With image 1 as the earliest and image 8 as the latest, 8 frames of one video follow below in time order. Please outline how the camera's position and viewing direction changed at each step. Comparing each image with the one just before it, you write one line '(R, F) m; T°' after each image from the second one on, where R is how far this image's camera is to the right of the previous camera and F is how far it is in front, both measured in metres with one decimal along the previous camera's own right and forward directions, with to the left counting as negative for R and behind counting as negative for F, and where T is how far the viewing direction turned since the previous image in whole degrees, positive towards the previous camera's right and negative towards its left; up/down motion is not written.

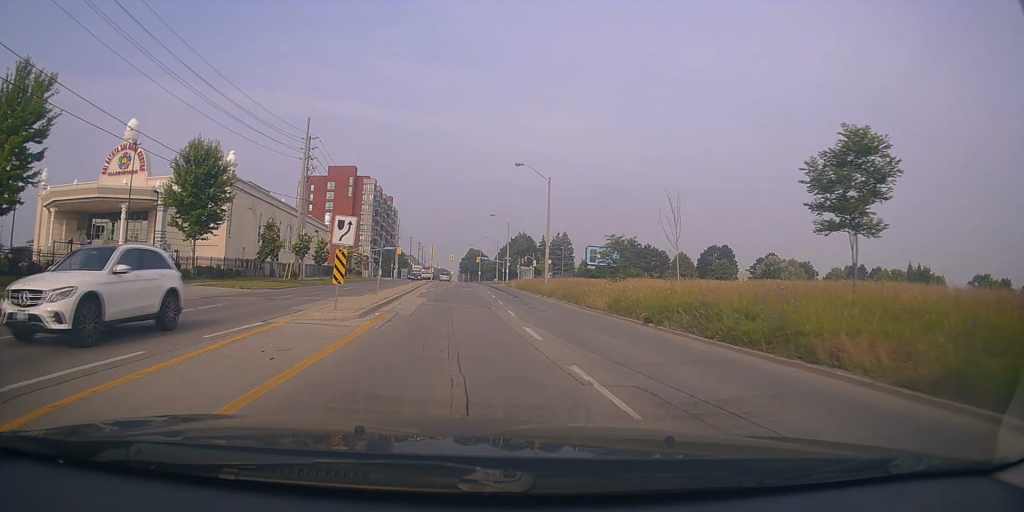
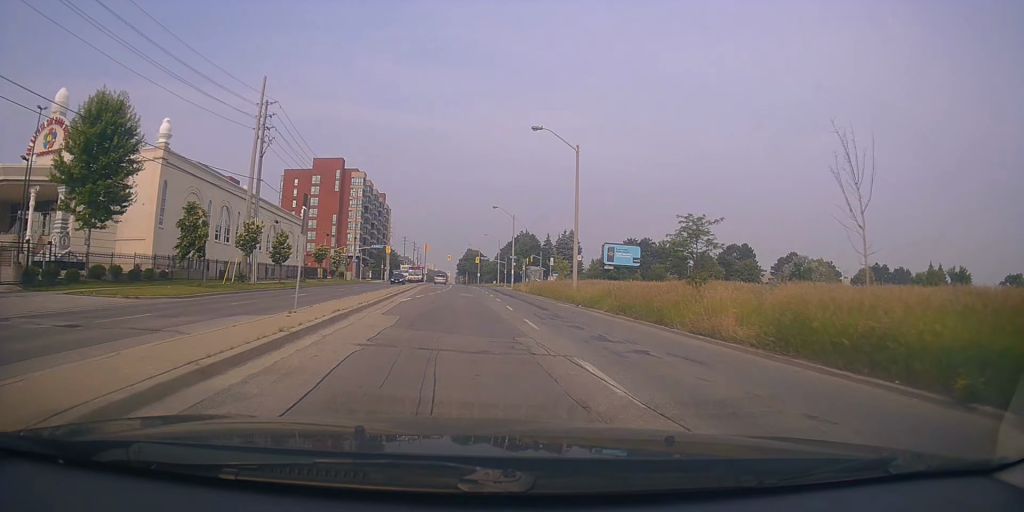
(+0.1, +13.4) m; 0°
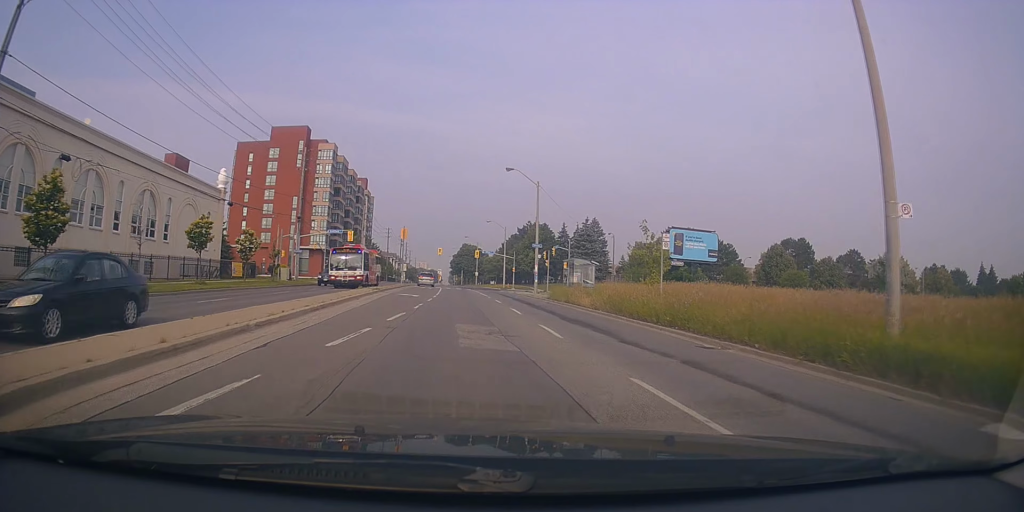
(-0.5, +29.1) m; -1°
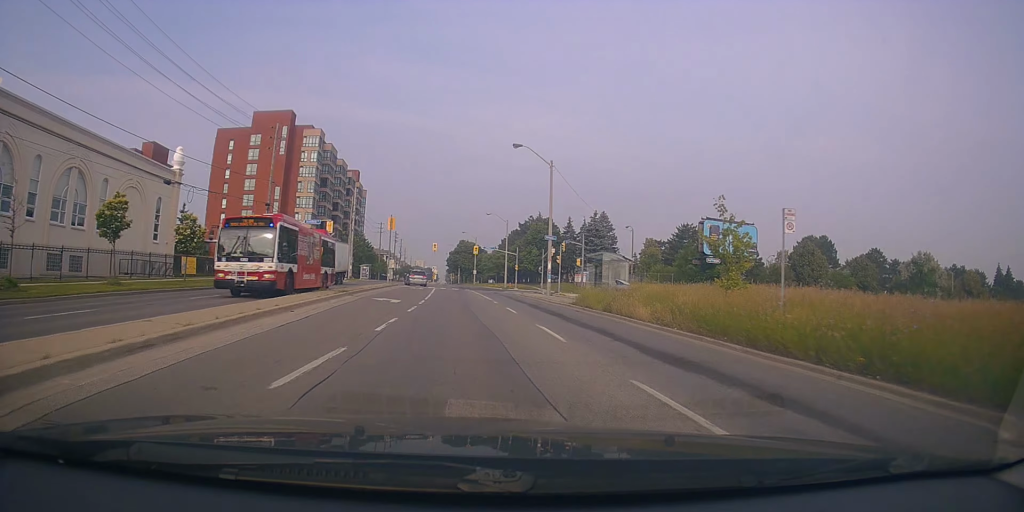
(+0.1, +9.2) m; +2°
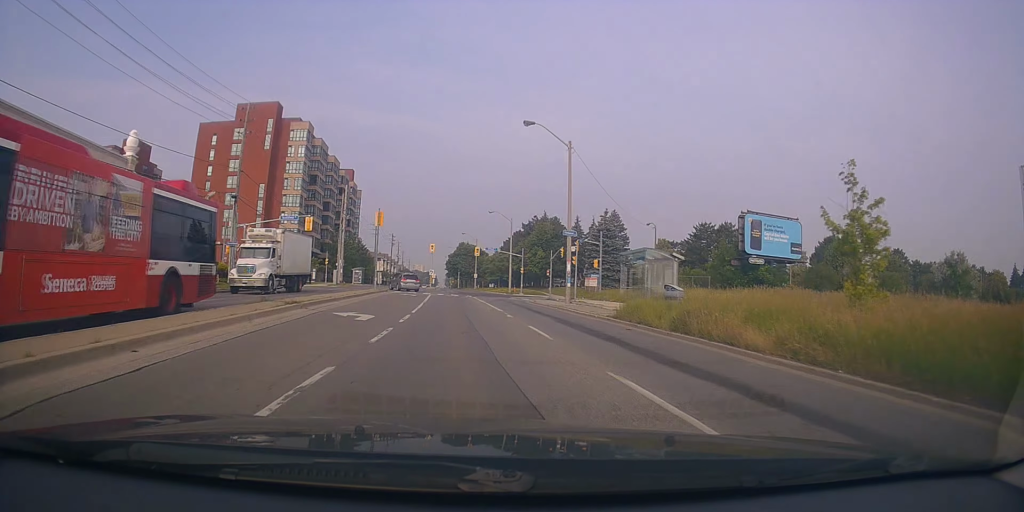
(+0.1, +7.7) m; +1°
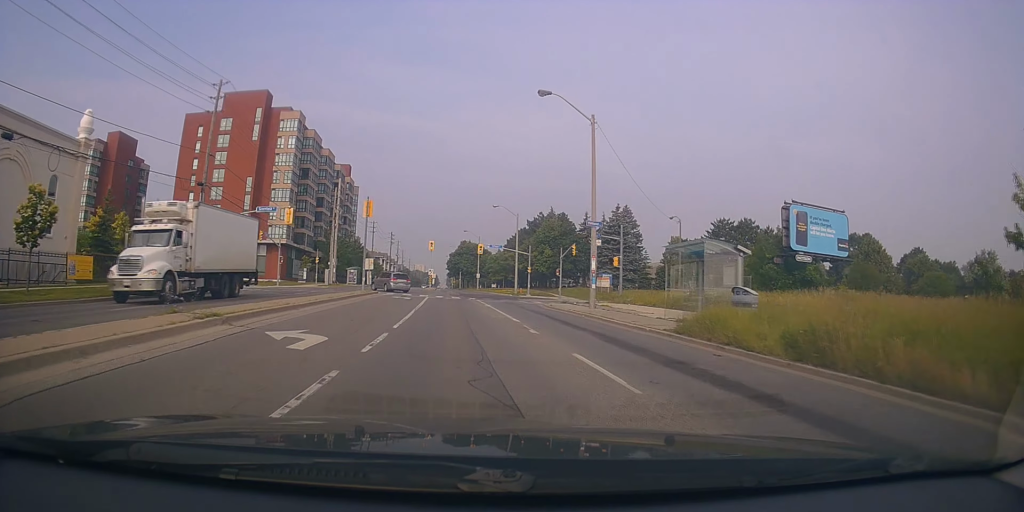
(+0.1, +6.1) m; +1°
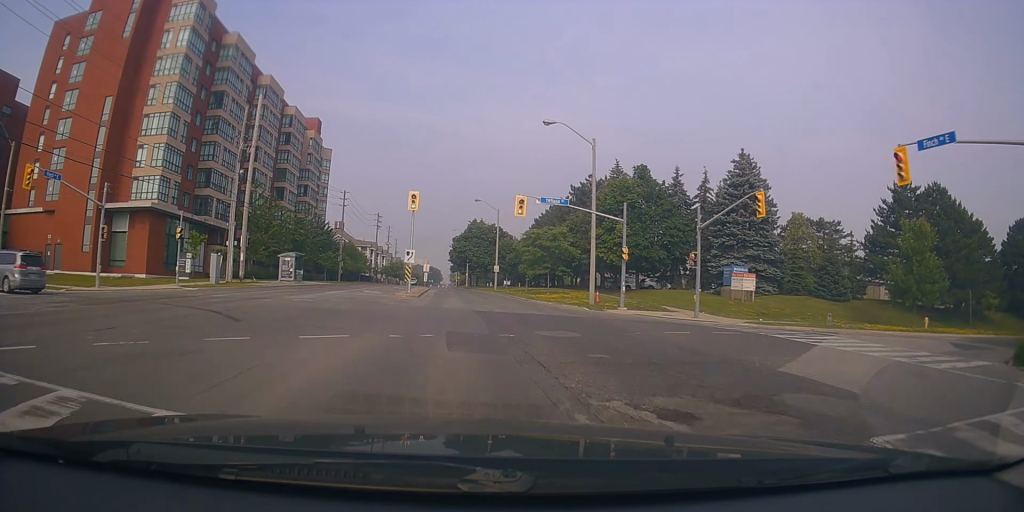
(-1.0, +38.4) m; -3°
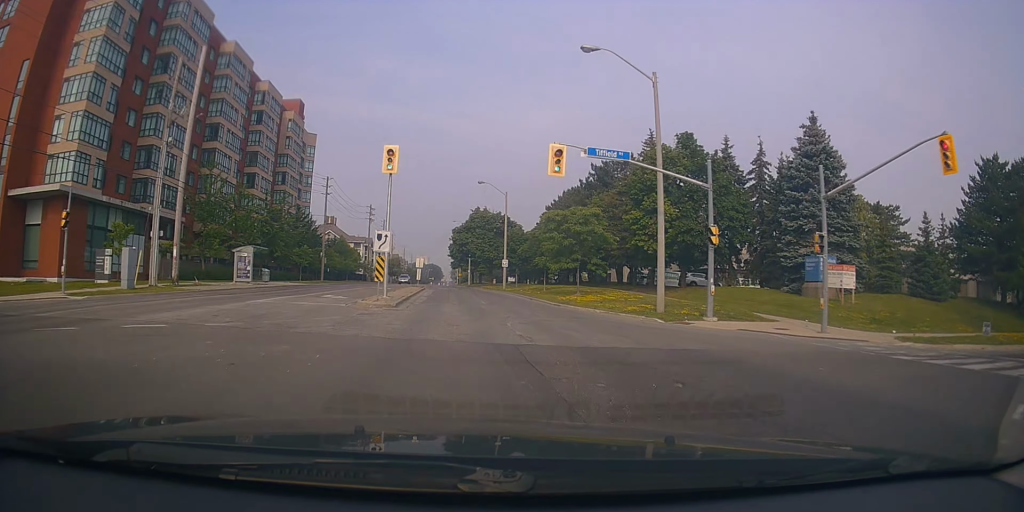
(+0.1, +11.9) m; +2°
